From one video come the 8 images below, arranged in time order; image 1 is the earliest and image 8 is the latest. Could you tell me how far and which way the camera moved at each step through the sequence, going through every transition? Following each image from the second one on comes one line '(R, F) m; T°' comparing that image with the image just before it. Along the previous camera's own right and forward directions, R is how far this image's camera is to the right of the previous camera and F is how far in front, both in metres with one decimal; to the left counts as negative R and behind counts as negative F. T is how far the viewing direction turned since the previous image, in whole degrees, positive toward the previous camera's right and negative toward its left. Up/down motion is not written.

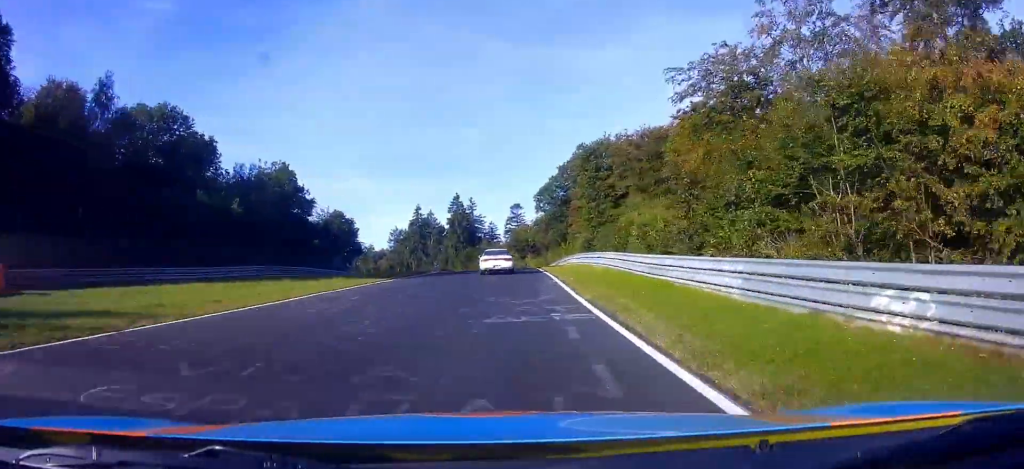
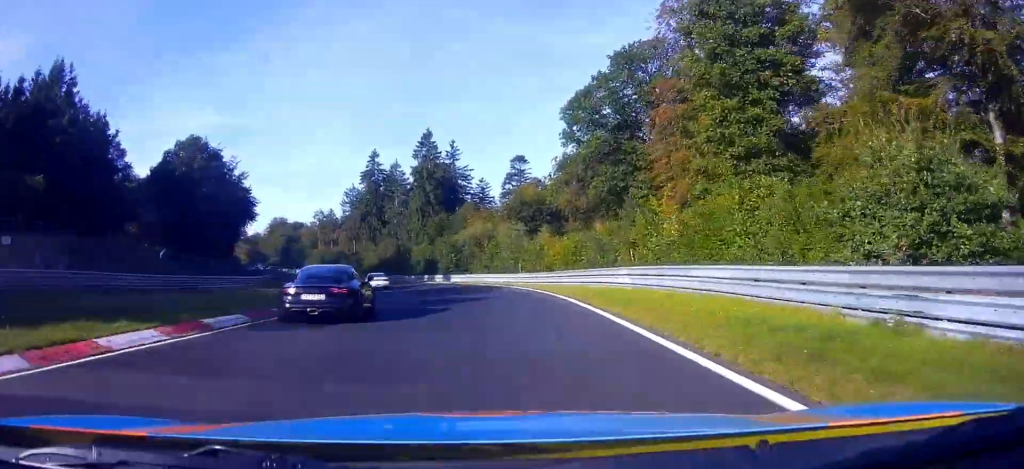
(+11.9, +61.0) m; +23°
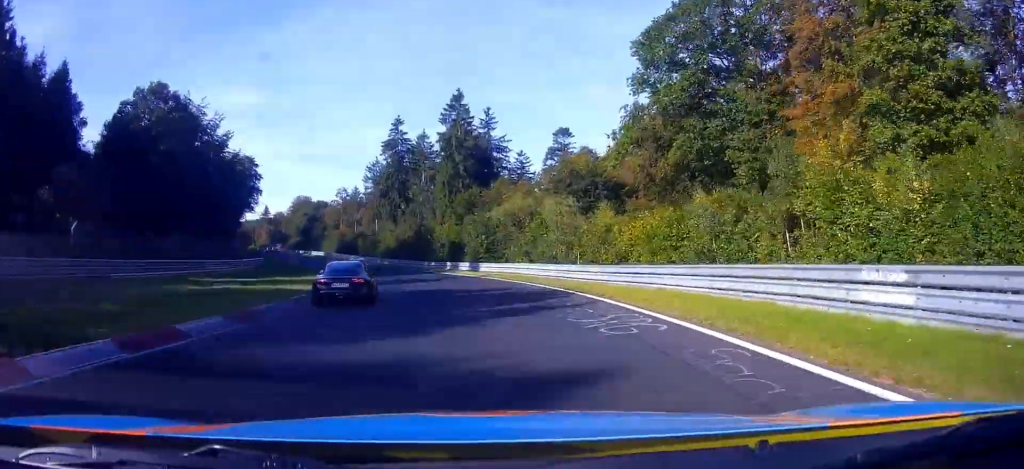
(+1.3, +15.5) m; +2°
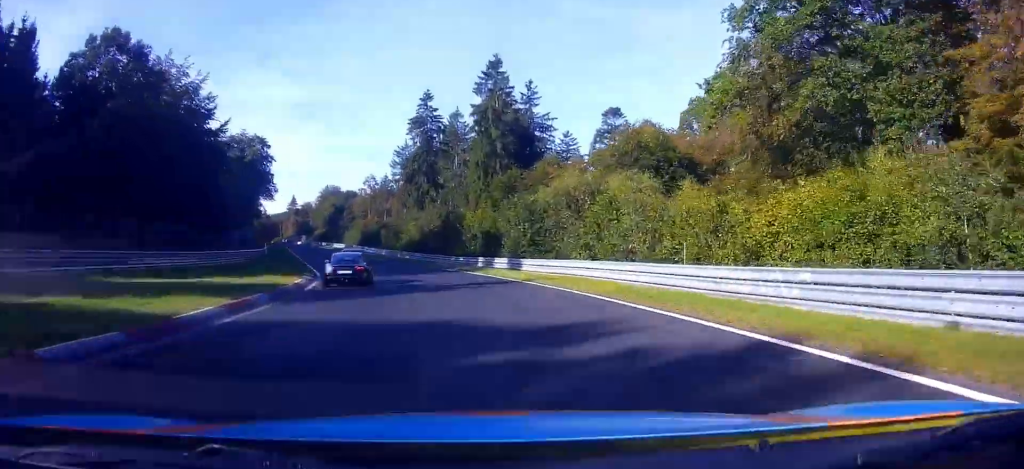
(+1.0, +12.7) m; +1°
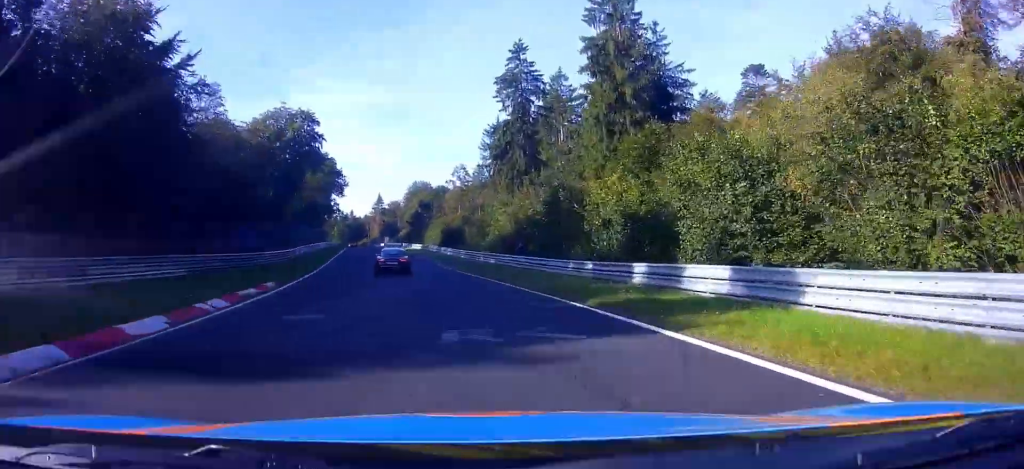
(-1.1, +22.3) m; -3°
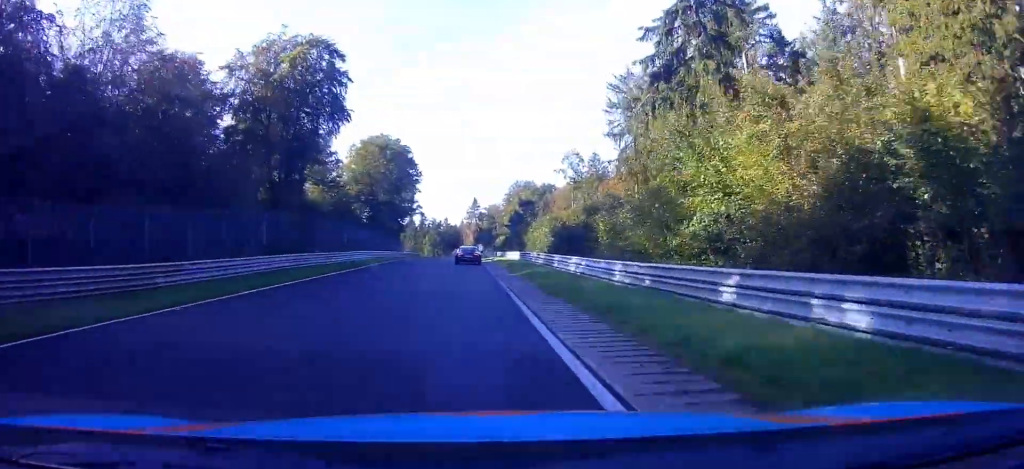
(-0.7, +29.6) m; -6°
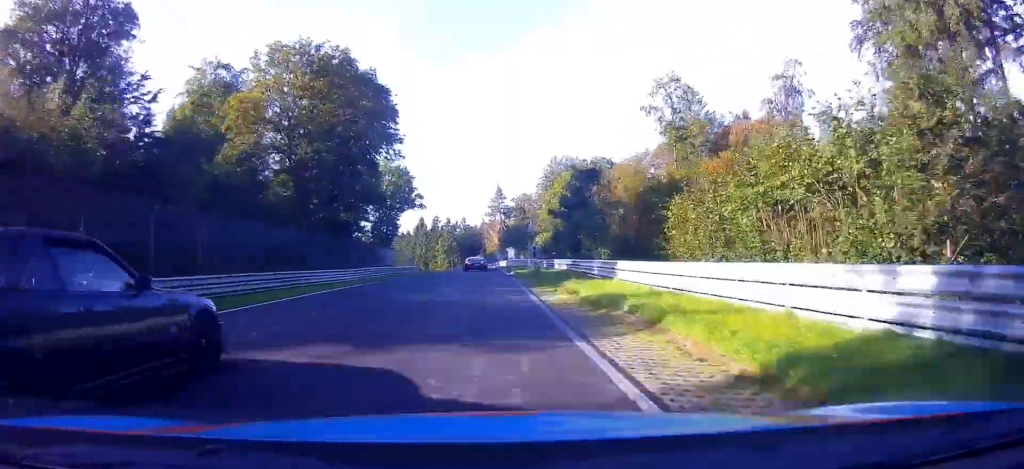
(-3.8, +39.5) m; -9°
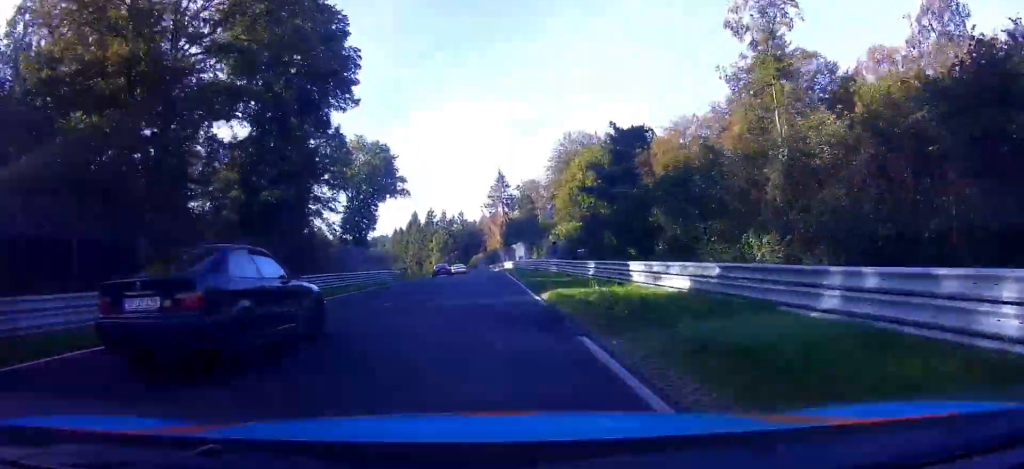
(-0.1, +18.8) m; -5°
